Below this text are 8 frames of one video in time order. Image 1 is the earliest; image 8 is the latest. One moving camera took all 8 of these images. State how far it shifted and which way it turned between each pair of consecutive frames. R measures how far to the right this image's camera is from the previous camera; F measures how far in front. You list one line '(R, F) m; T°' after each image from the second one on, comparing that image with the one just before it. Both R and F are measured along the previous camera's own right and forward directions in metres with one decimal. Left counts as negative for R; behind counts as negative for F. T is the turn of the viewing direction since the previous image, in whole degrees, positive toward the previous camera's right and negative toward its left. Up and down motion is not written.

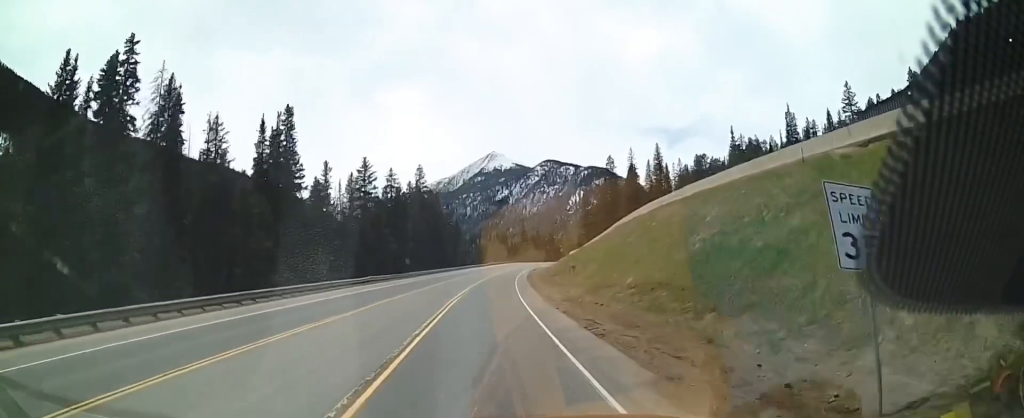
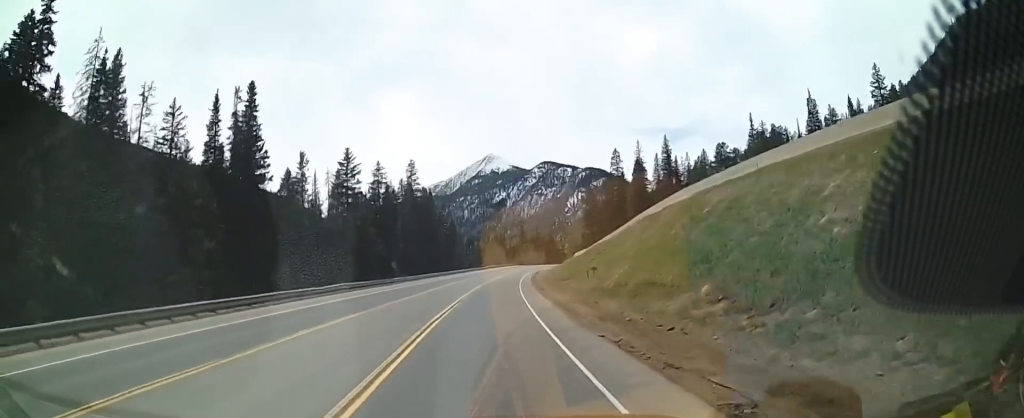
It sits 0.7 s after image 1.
(-0.3, +10.3) m; -1°
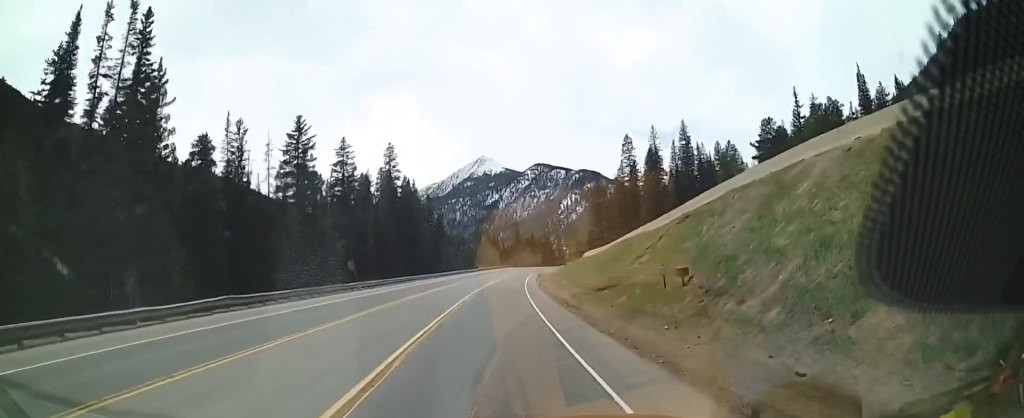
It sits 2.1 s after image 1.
(+0.6, +20.2) m; +3°
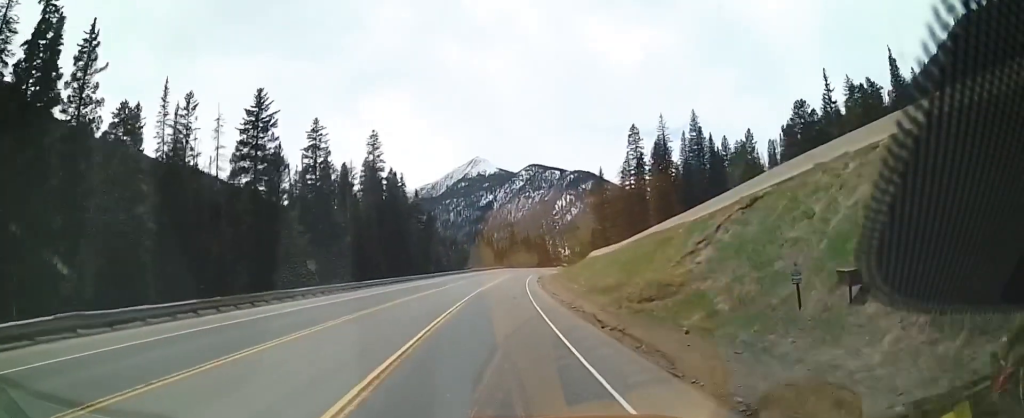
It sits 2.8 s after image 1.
(+0.2, +10.7) m; +1°
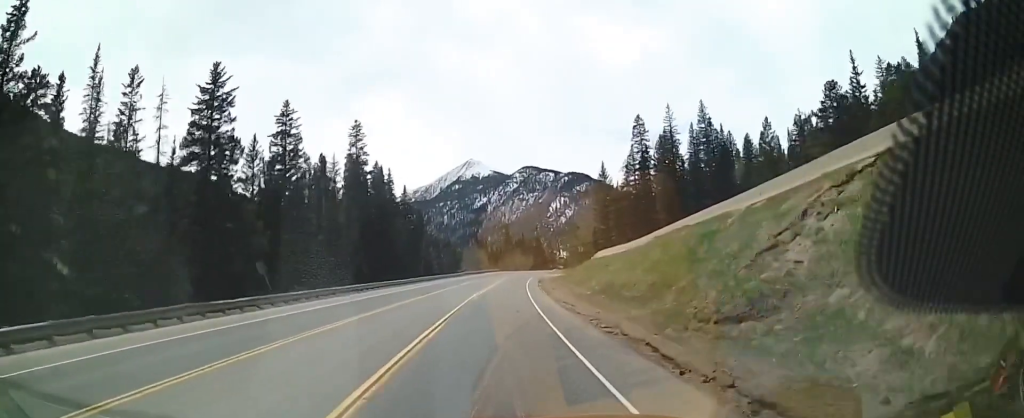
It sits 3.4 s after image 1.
(0.0, +8.6) m; 0°
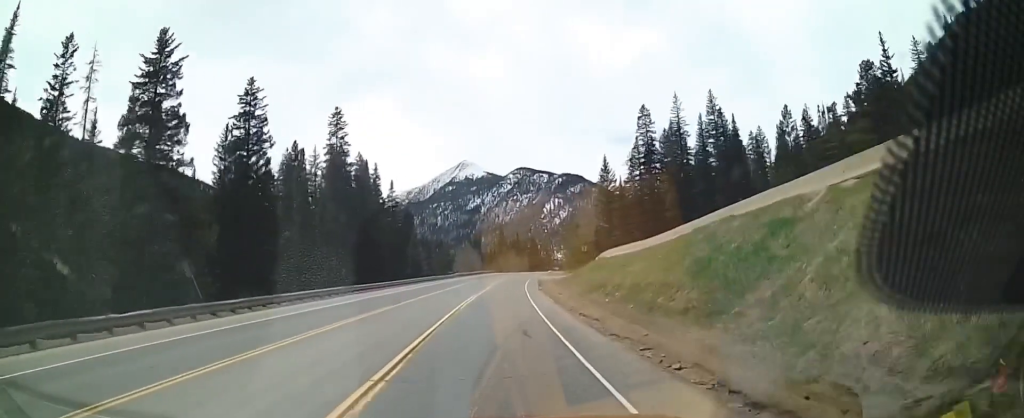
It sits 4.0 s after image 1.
(0.0, +8.1) m; 0°
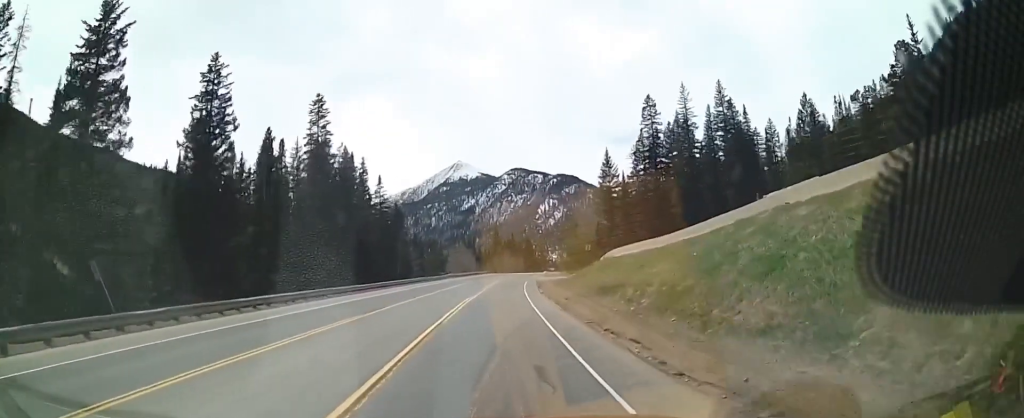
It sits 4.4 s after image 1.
(0.0, +6.7) m; 0°
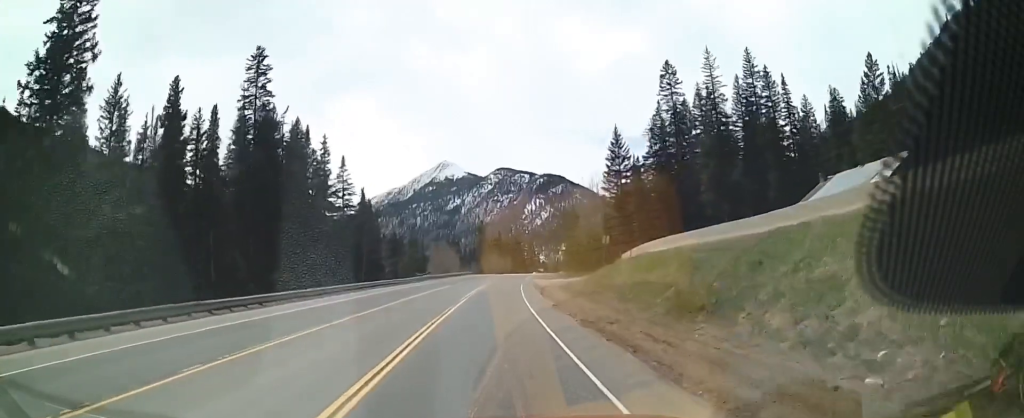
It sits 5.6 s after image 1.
(-0.1, +17.1) m; 0°
